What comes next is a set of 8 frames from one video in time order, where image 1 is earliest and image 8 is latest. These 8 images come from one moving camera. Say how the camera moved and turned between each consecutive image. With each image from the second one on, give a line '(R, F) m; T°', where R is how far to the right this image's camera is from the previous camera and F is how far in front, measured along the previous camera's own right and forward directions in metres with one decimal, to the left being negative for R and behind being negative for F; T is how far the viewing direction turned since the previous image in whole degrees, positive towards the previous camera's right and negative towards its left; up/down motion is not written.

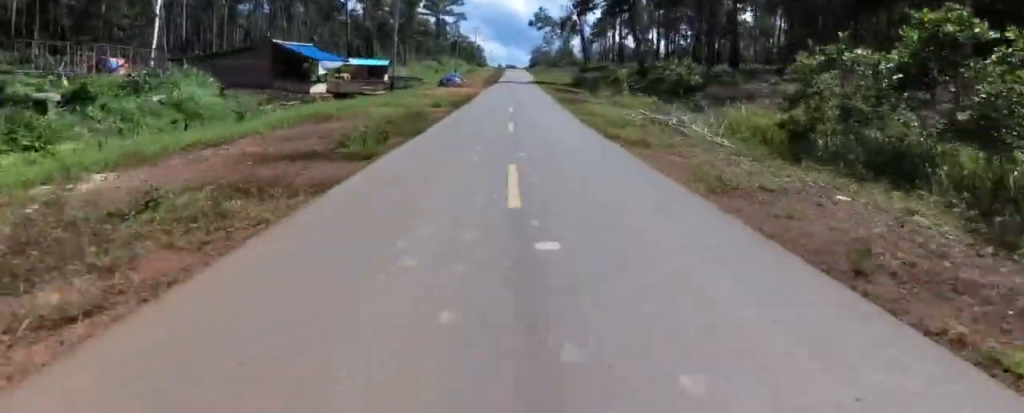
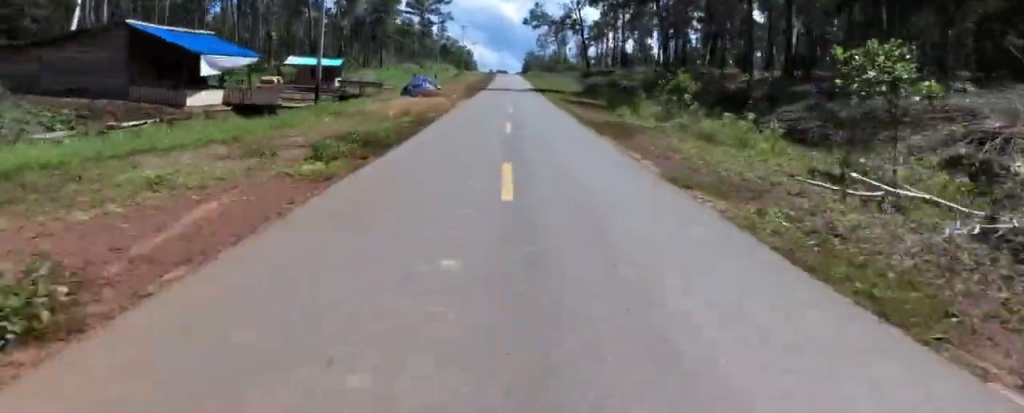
(+0.6, +15.1) m; 0°
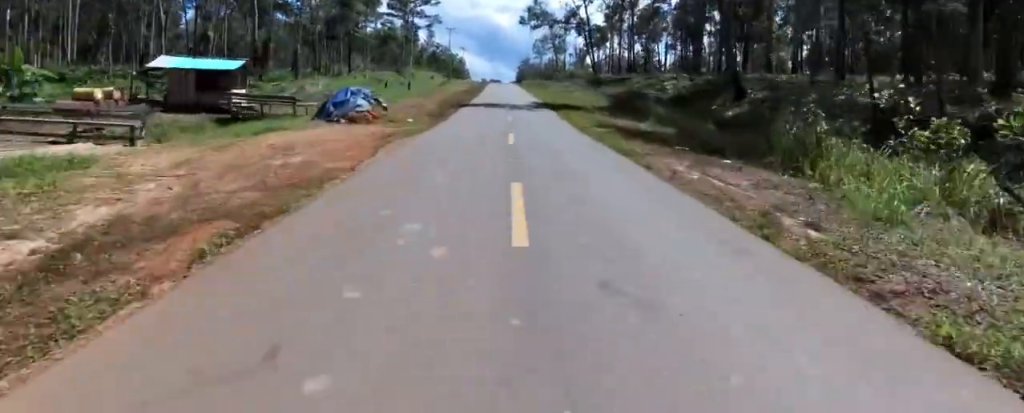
(-0.5, +17.7) m; +1°
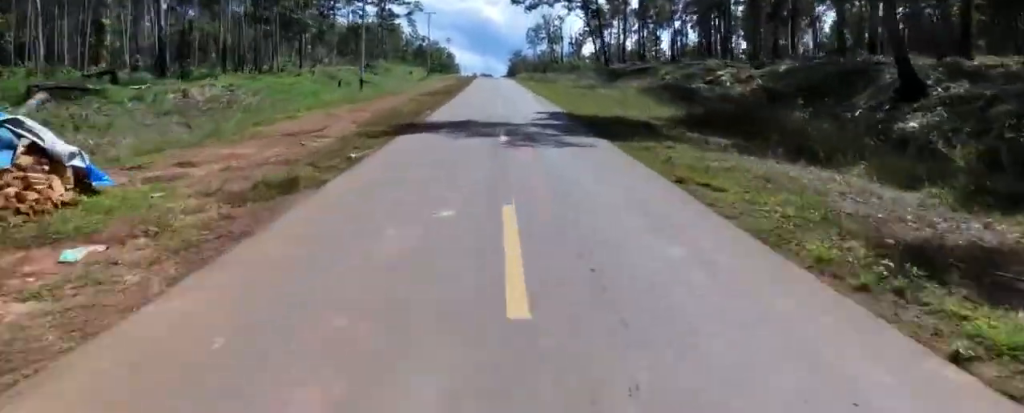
(+0.3, +17.5) m; +2°
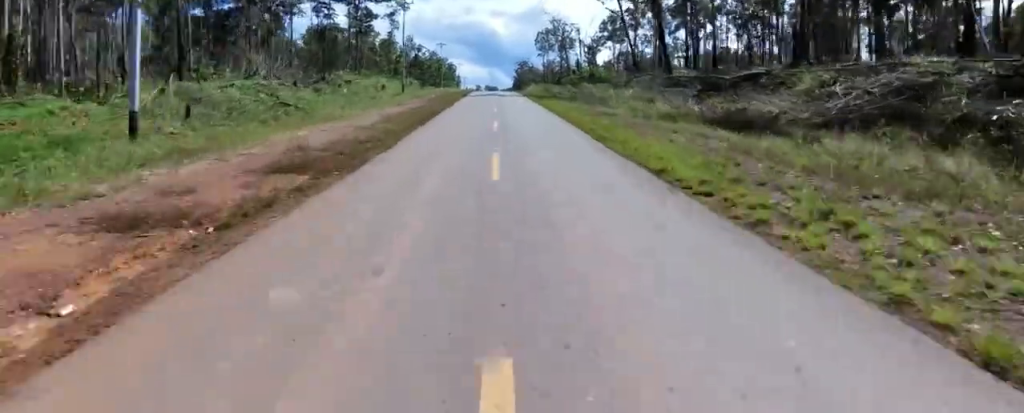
(+0.7, +27.5) m; -2°
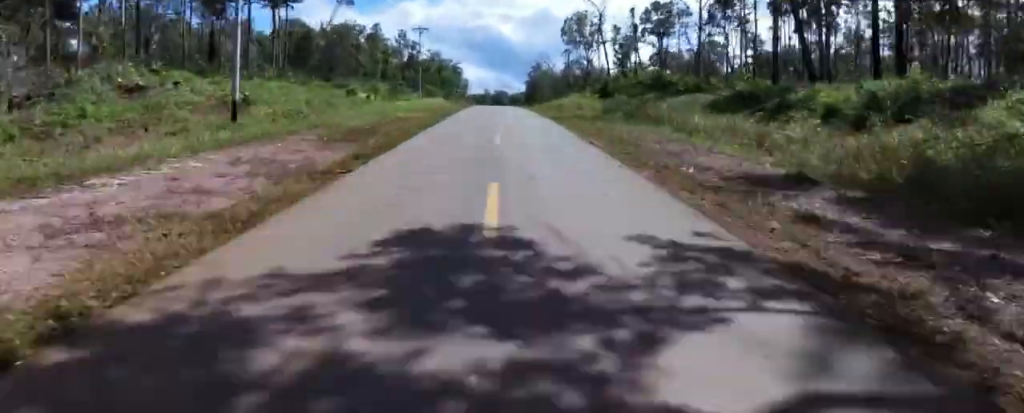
(-1.3, +42.0) m; 0°
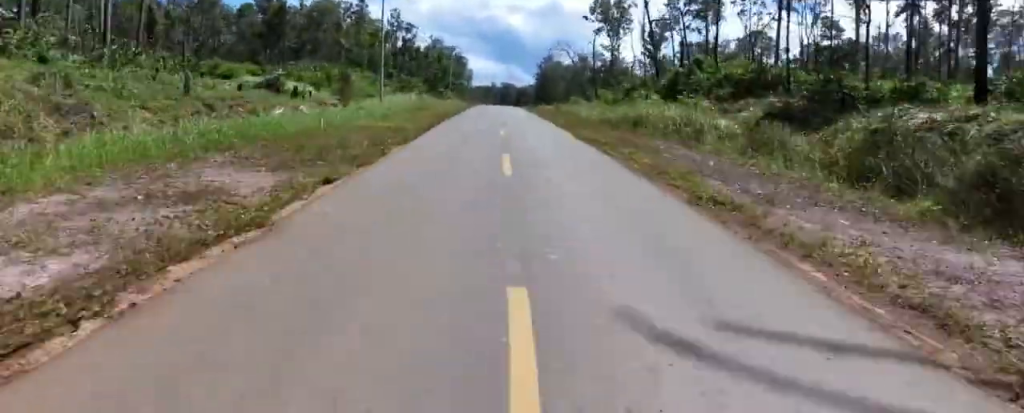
(+0.7, +27.4) m; -1°
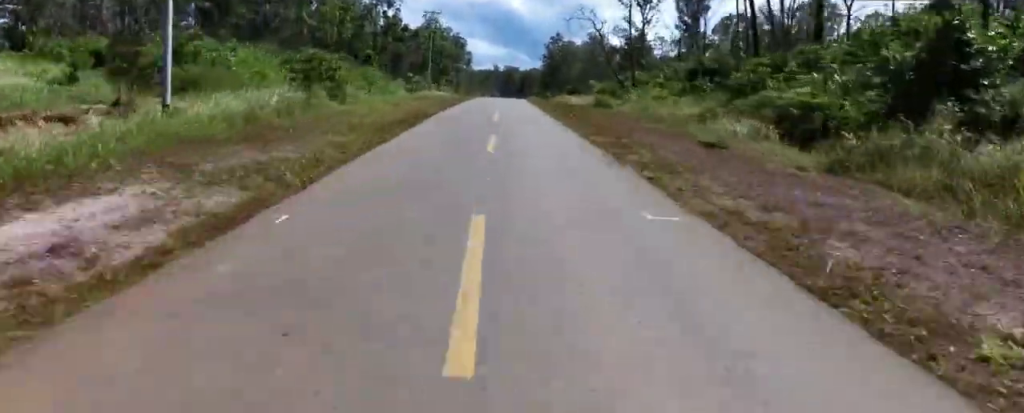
(-0.7, +30.7) m; 0°
